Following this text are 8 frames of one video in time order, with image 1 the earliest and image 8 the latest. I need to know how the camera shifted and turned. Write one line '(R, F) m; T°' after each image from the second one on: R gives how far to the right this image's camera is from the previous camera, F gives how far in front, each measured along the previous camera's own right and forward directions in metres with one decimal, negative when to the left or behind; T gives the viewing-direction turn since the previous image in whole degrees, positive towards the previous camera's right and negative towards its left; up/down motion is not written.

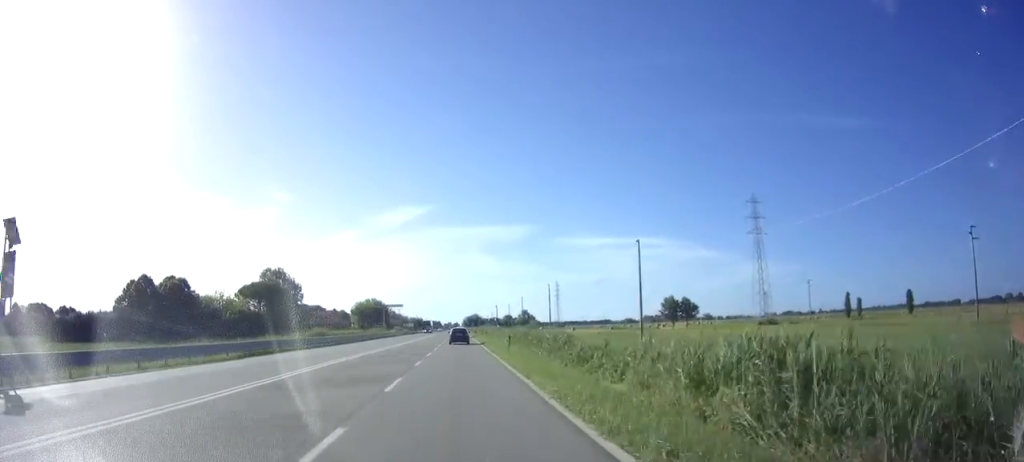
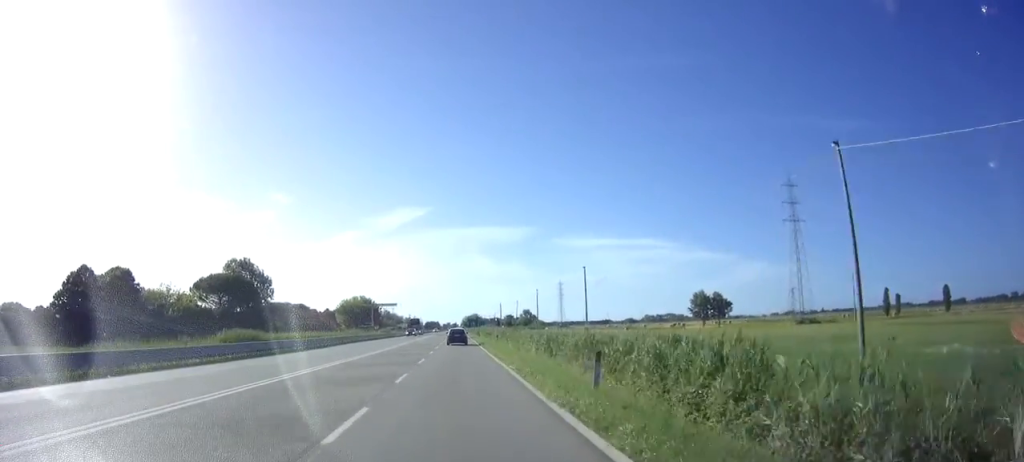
(+0.1, +20.0) m; 0°
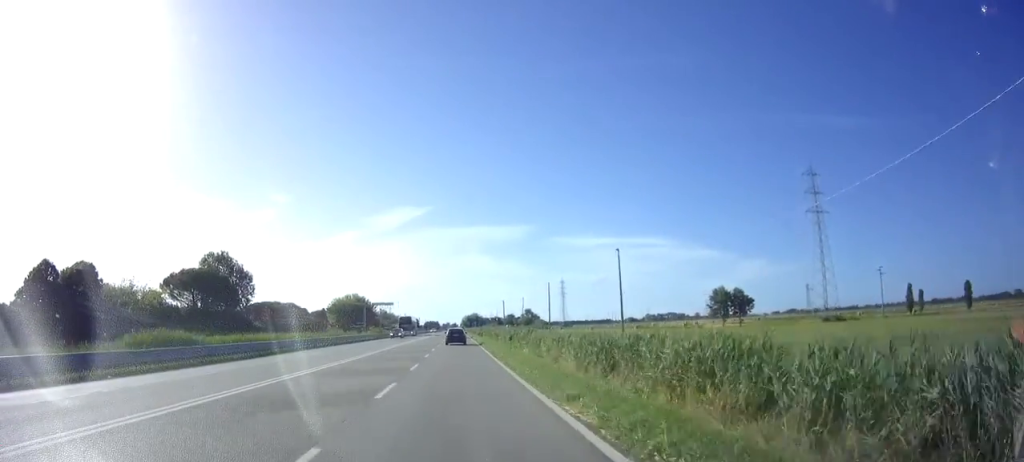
(0.0, +10.4) m; 0°
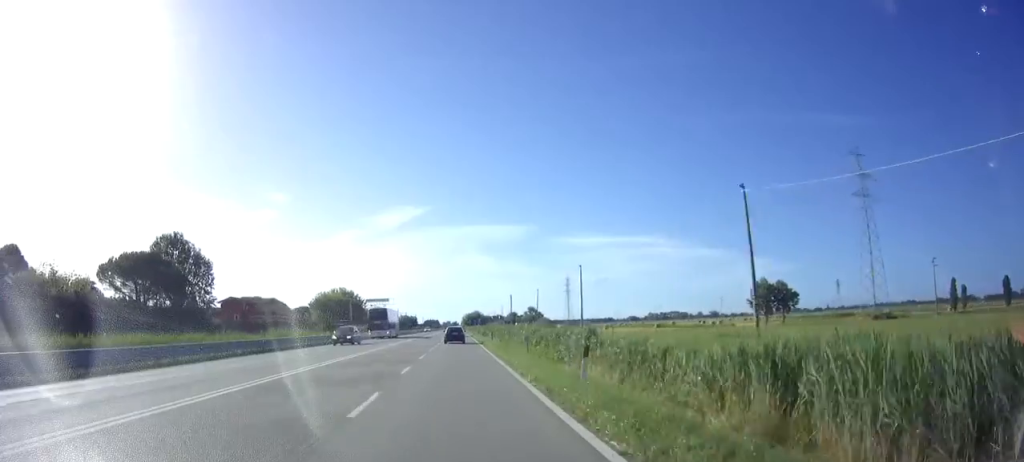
(-0.1, +17.4) m; 0°
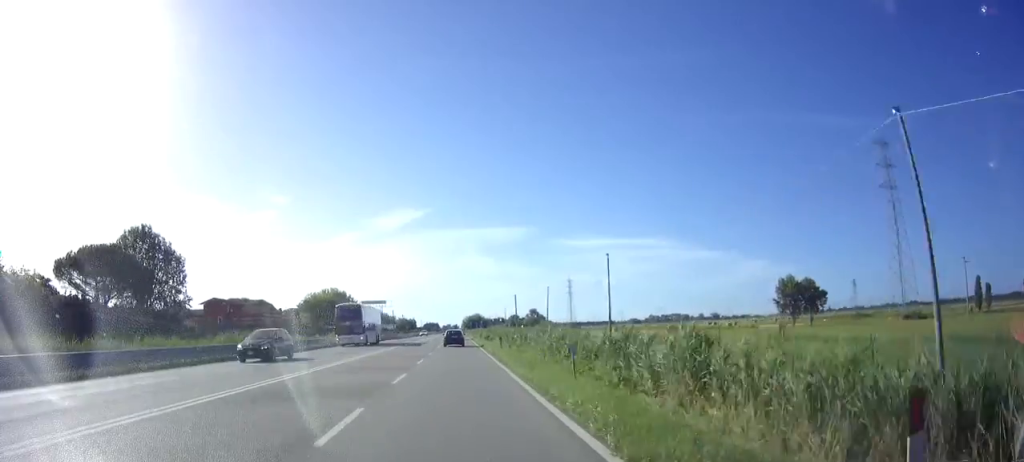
(0.0, +9.9) m; 0°
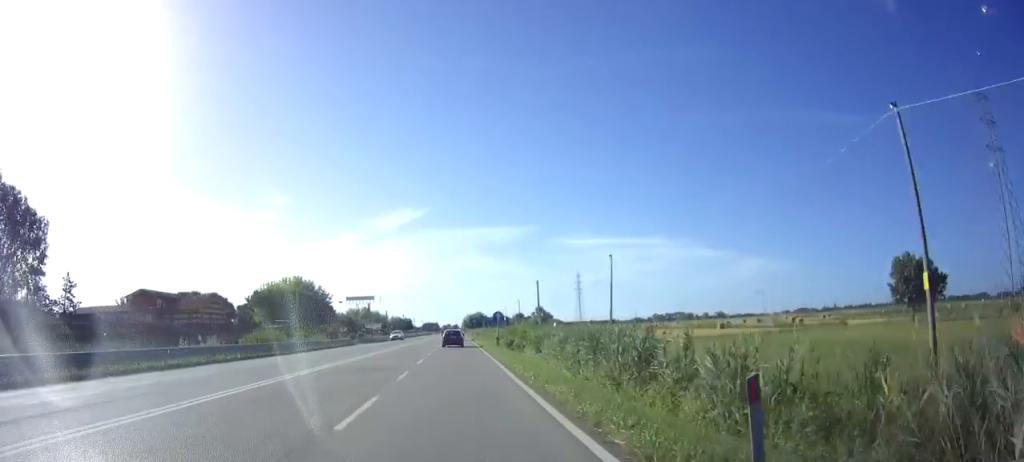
(+0.1, +29.5) m; +1°
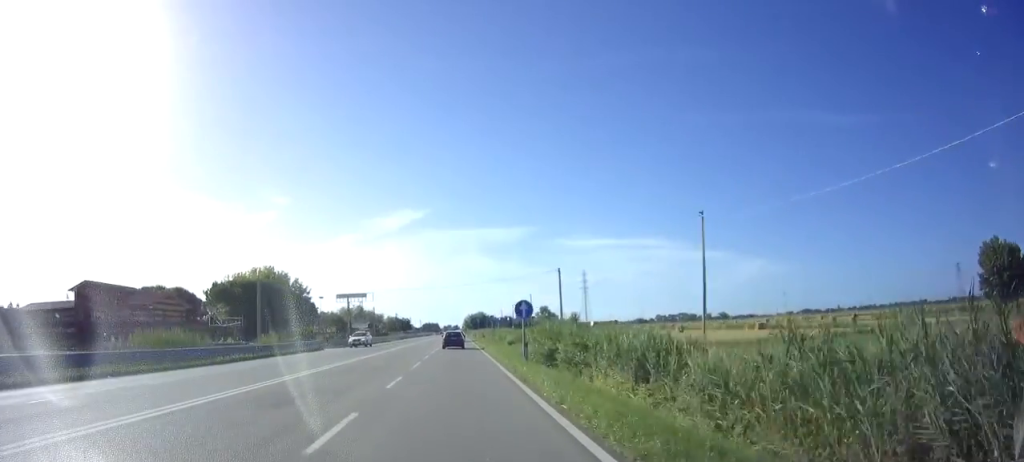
(+0.1, +15.8) m; 0°
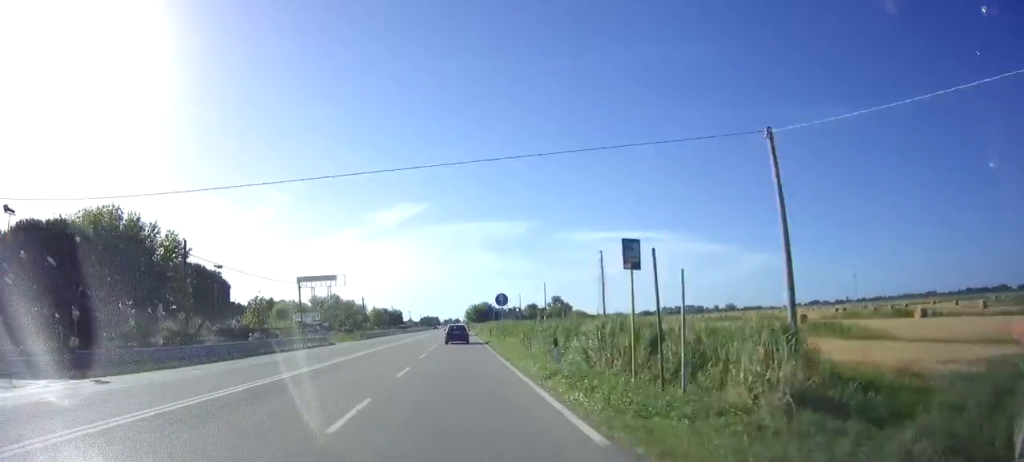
(-0.3, +42.6) m; -1°
